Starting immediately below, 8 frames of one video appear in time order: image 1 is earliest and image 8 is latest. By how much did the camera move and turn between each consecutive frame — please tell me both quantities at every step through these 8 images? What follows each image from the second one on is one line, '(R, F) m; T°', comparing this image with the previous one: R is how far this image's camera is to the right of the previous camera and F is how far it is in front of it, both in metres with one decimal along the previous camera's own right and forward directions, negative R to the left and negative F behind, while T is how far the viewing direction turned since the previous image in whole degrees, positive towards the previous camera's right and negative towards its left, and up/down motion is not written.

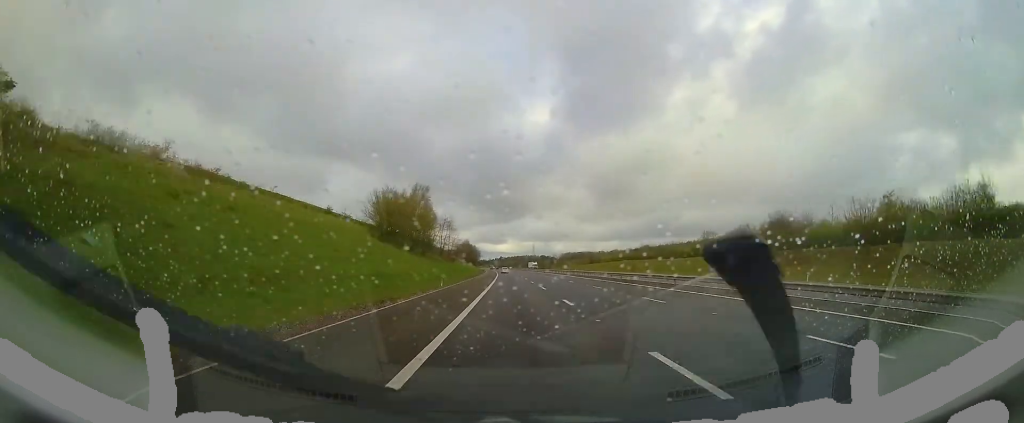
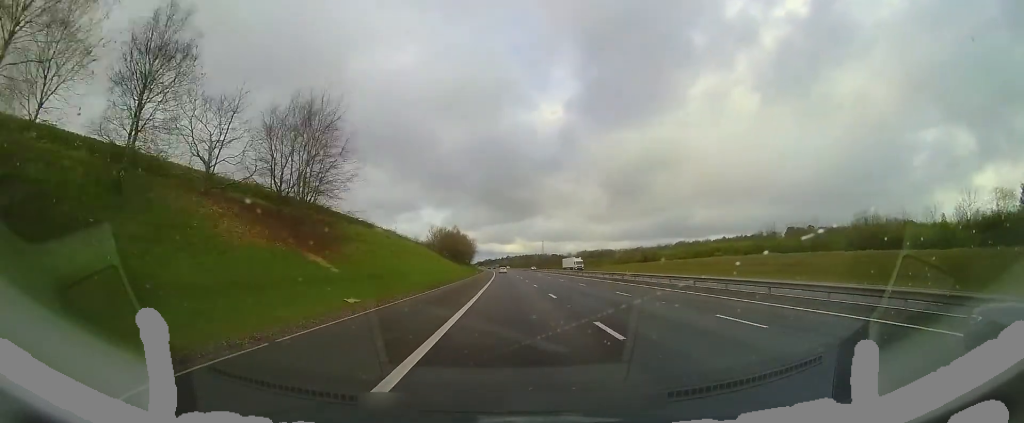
(-1.0, +50.3) m; -2°
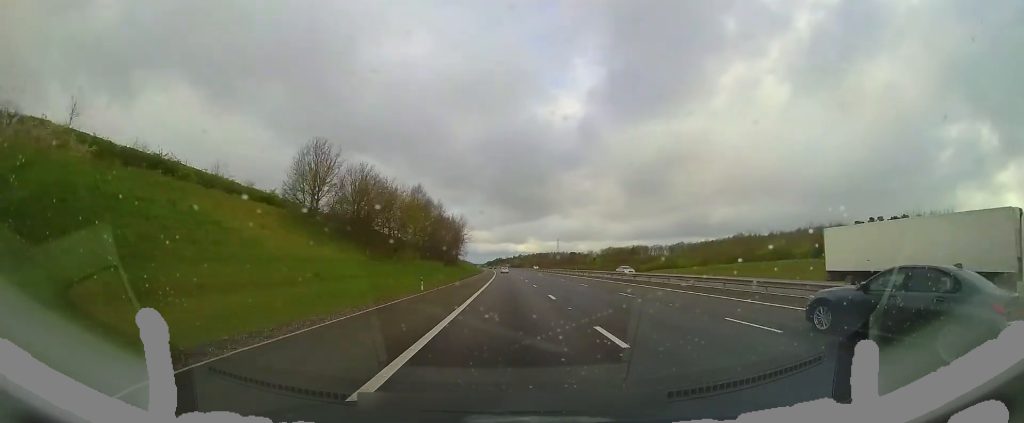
(-0.9, +53.9) m; -2°
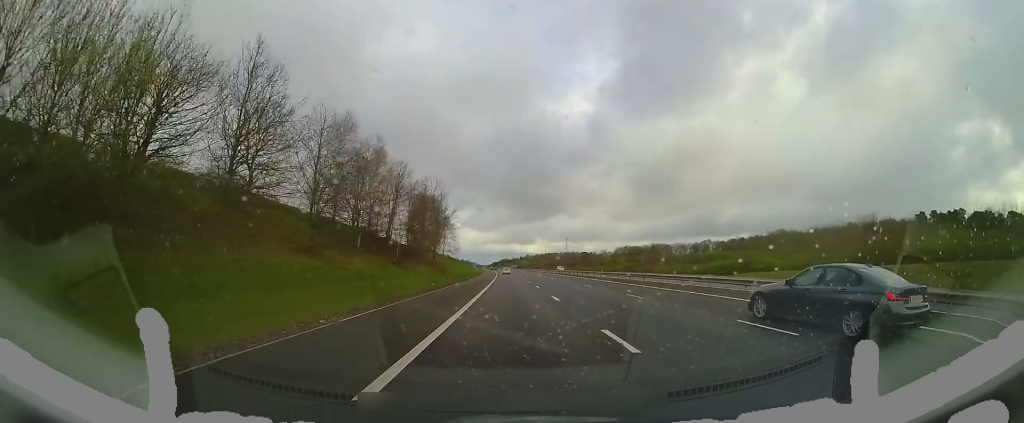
(-0.1, +27.2) m; 0°
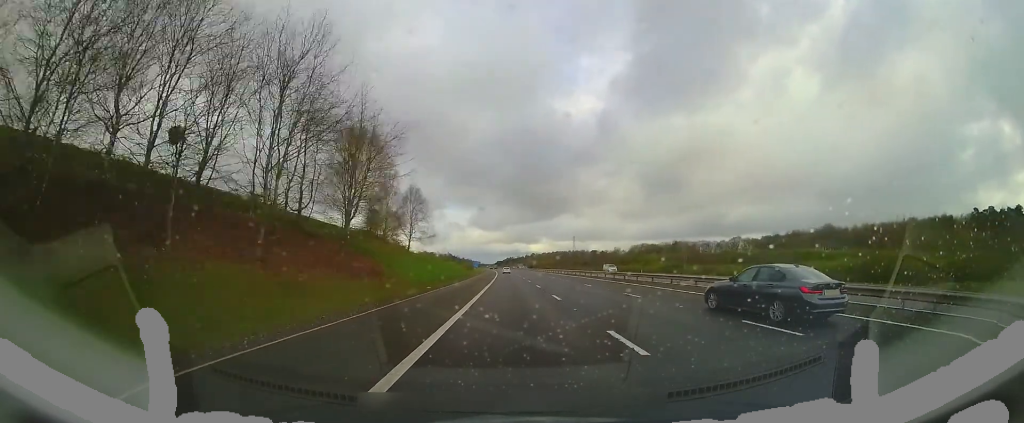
(0.0, +27.2) m; -1°
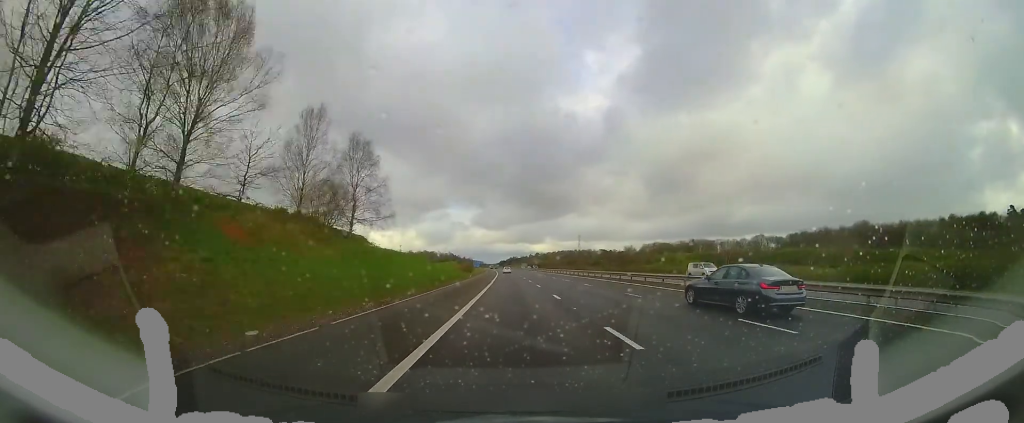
(-0.2, +17.7) m; -1°
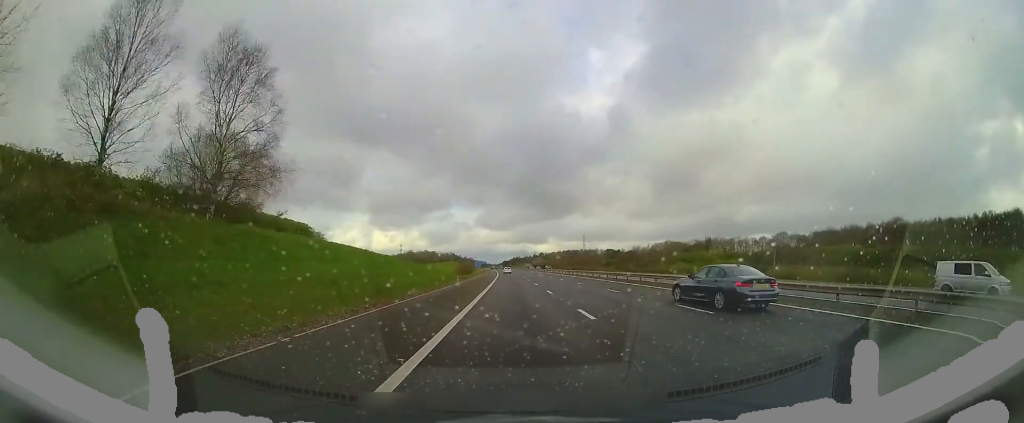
(0.0, +14.6) m; -1°
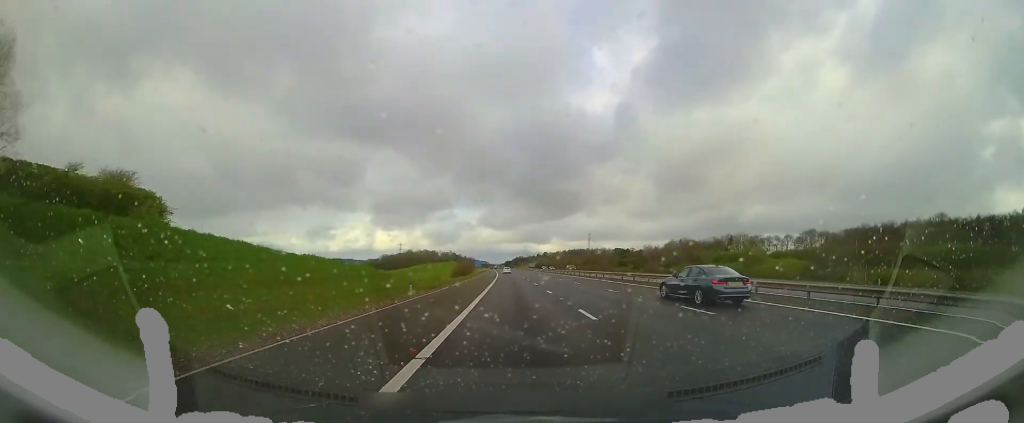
(-0.2, +17.6) m; -1°
